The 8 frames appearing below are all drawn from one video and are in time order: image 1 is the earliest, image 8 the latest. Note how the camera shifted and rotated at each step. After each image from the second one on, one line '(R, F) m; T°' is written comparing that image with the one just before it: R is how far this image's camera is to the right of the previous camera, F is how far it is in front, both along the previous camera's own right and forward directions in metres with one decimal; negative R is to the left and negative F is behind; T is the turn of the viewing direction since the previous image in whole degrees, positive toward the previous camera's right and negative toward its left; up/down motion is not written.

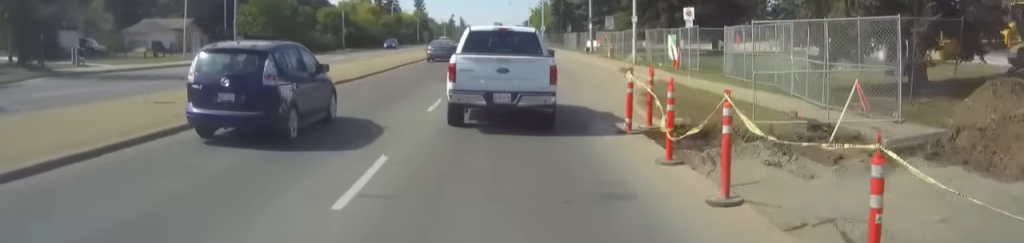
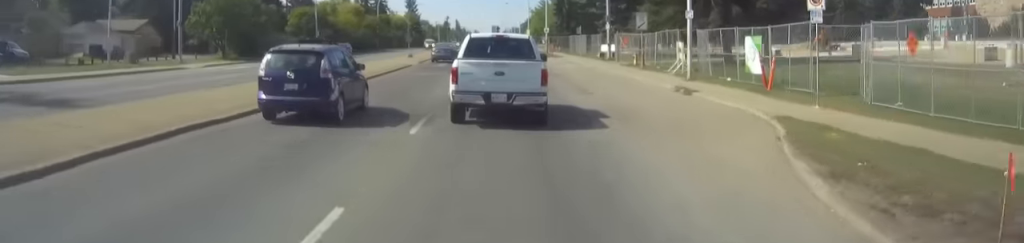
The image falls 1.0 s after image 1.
(+0.1, +11.7) m; 0°
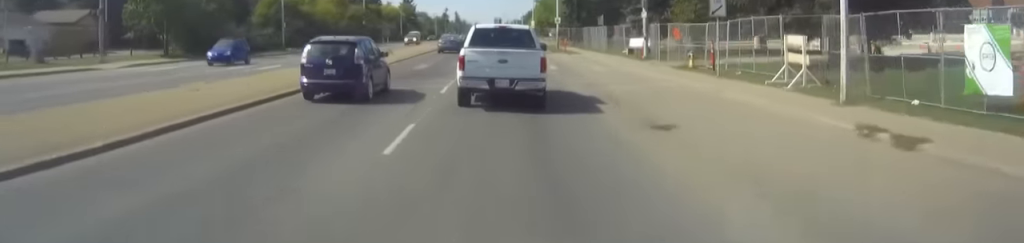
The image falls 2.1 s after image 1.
(-0.2, +12.5) m; -1°
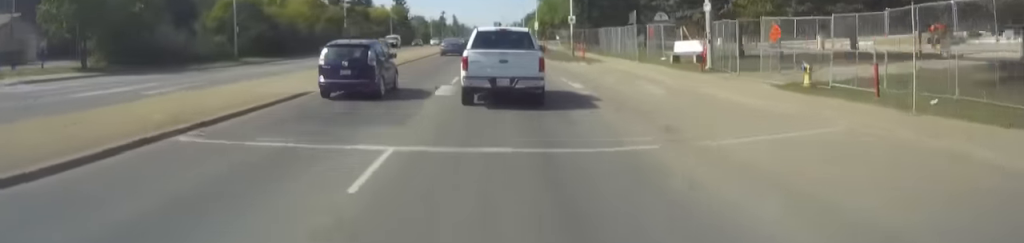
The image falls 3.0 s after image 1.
(0.0, +11.8) m; 0°
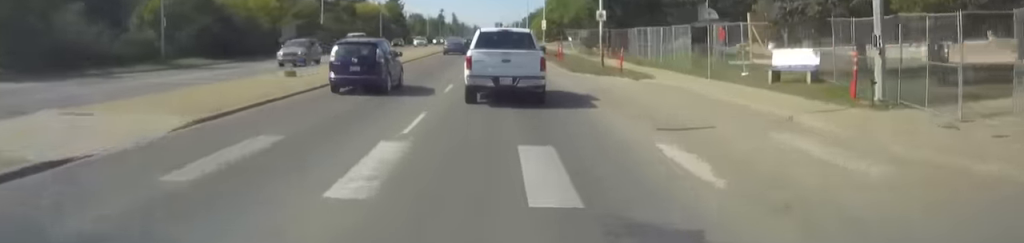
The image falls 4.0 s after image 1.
(0.0, +13.1) m; 0°
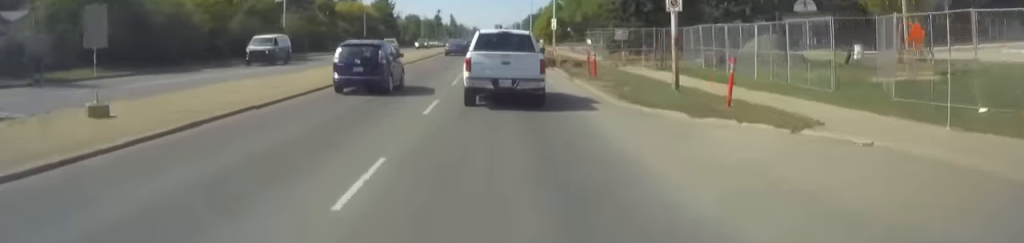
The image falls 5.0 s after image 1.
(0.0, +14.3) m; -1°
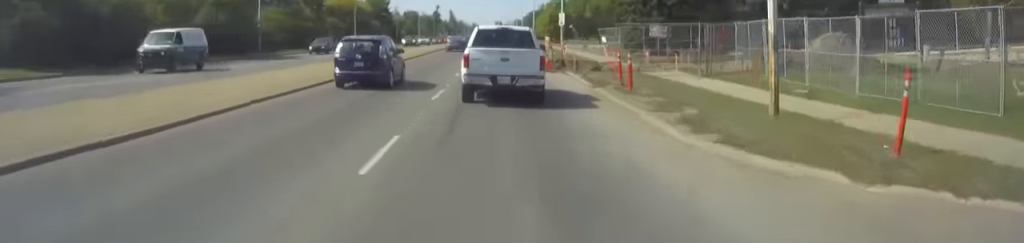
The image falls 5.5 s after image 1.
(-0.1, +7.3) m; 0°
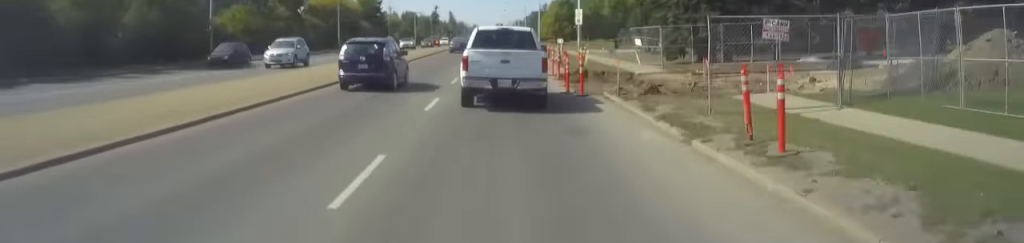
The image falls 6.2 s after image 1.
(0.0, +10.3) m; 0°
